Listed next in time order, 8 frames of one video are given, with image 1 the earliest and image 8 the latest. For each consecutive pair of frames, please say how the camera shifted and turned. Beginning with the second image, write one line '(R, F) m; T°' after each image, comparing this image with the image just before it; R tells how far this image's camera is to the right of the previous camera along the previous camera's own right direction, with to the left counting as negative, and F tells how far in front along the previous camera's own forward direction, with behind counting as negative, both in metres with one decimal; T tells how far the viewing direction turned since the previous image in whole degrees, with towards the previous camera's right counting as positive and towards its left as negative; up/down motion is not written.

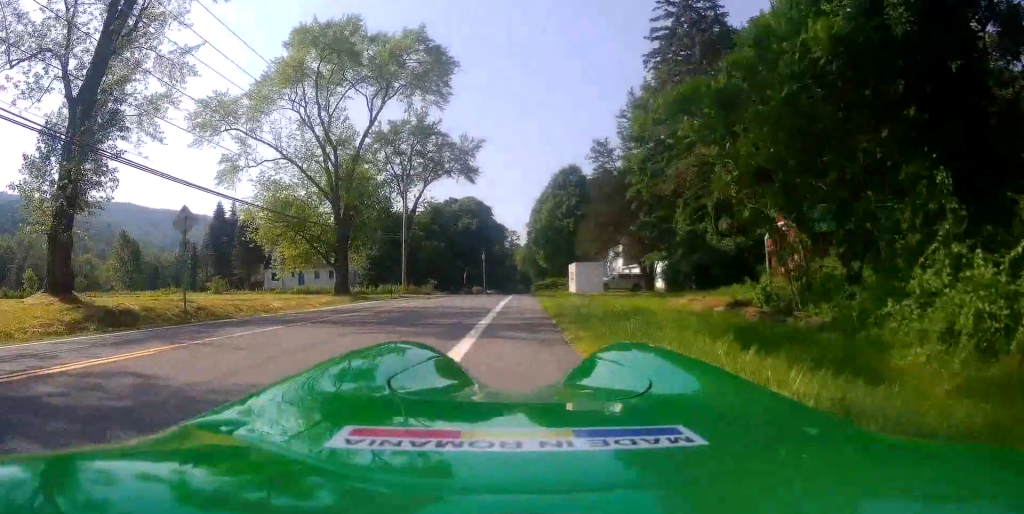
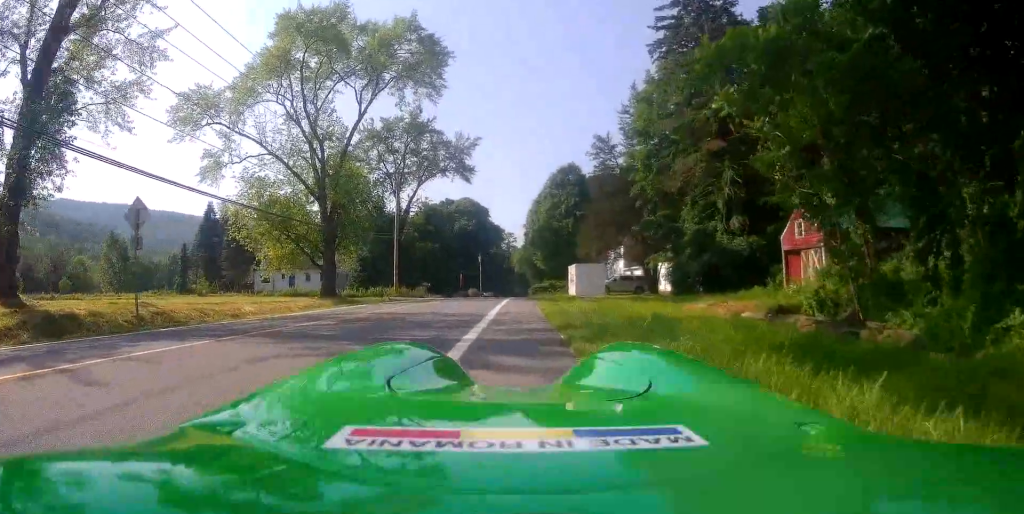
(+0.1, +2.4) m; +2°
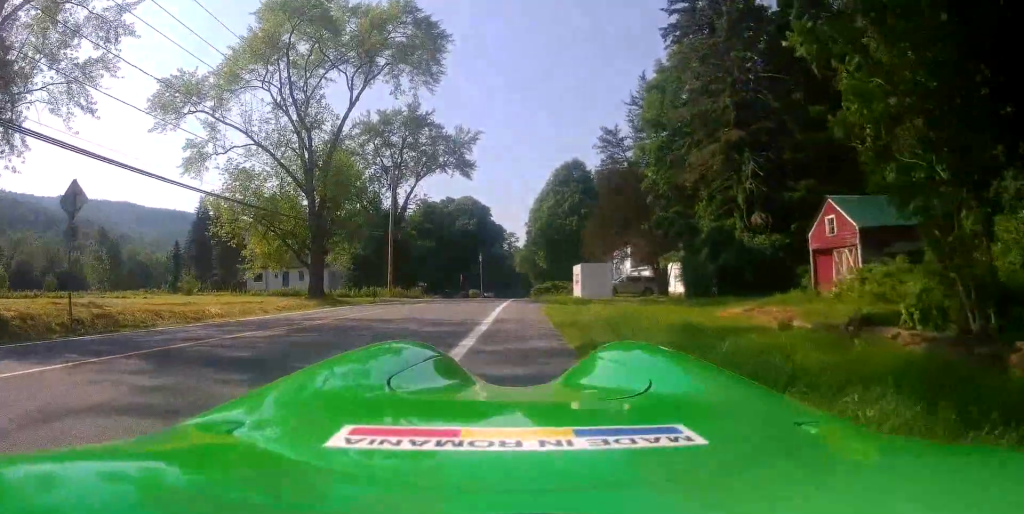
(+0.1, +2.7) m; +2°
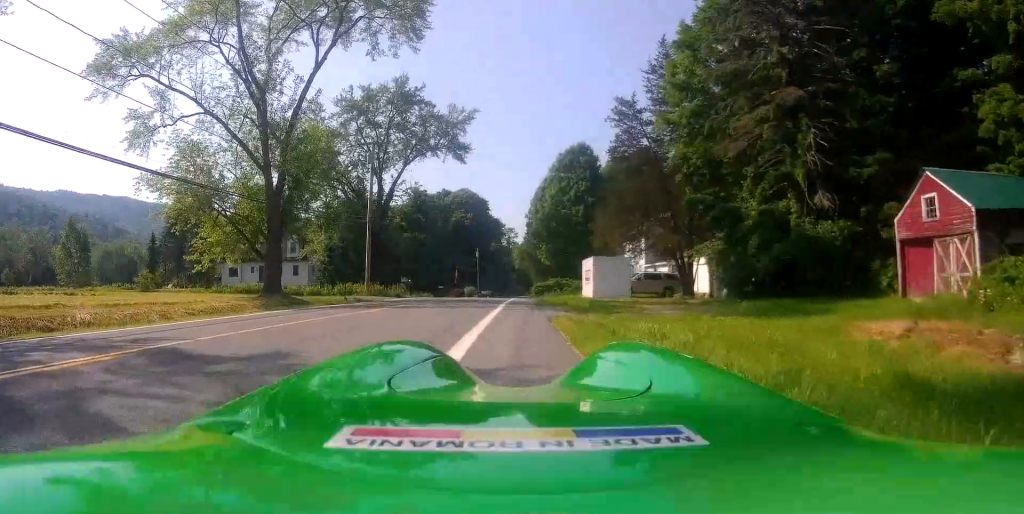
(+0.2, +6.5) m; +3°
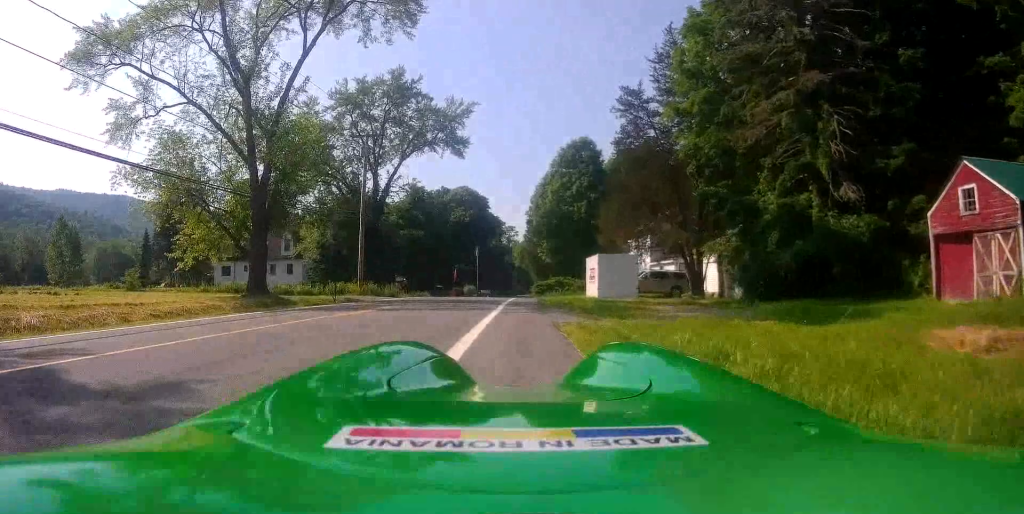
(0.0, +1.9) m; 0°
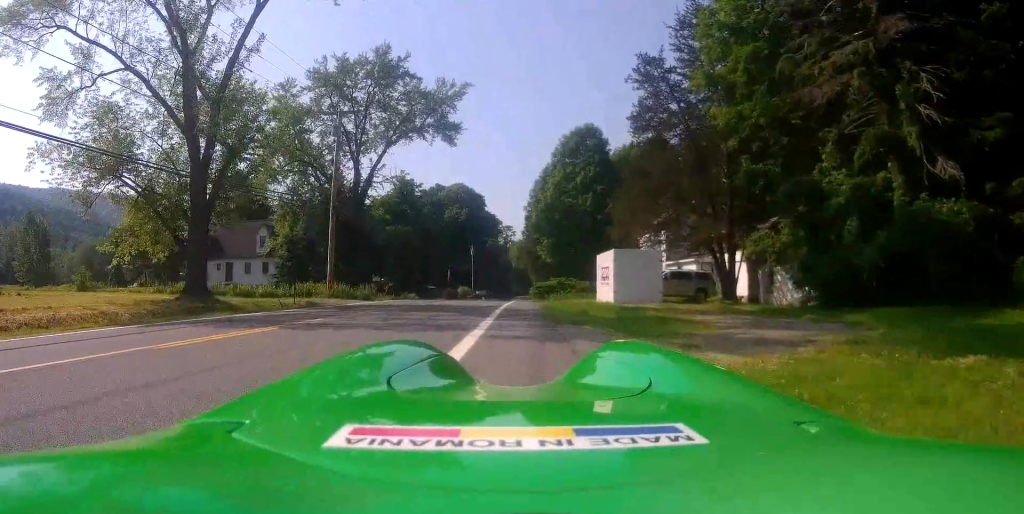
(0.0, +6.3) m; -6°
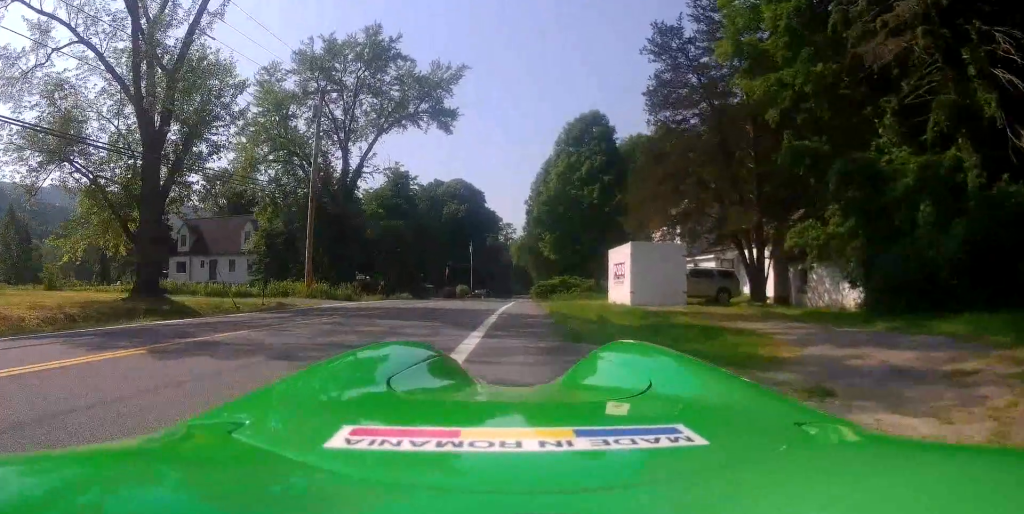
(-0.3, +4.0) m; -3°
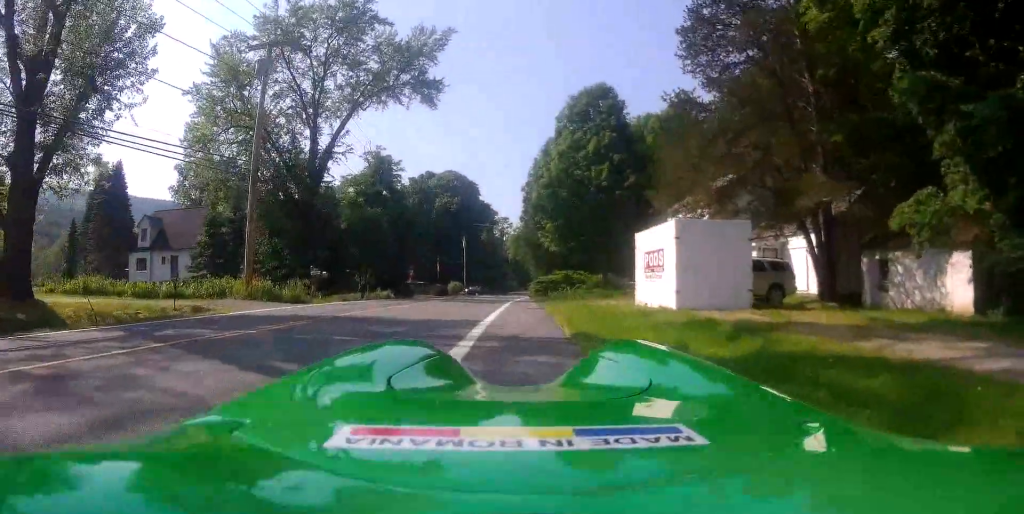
(+0.4, +7.3) m; +6°
